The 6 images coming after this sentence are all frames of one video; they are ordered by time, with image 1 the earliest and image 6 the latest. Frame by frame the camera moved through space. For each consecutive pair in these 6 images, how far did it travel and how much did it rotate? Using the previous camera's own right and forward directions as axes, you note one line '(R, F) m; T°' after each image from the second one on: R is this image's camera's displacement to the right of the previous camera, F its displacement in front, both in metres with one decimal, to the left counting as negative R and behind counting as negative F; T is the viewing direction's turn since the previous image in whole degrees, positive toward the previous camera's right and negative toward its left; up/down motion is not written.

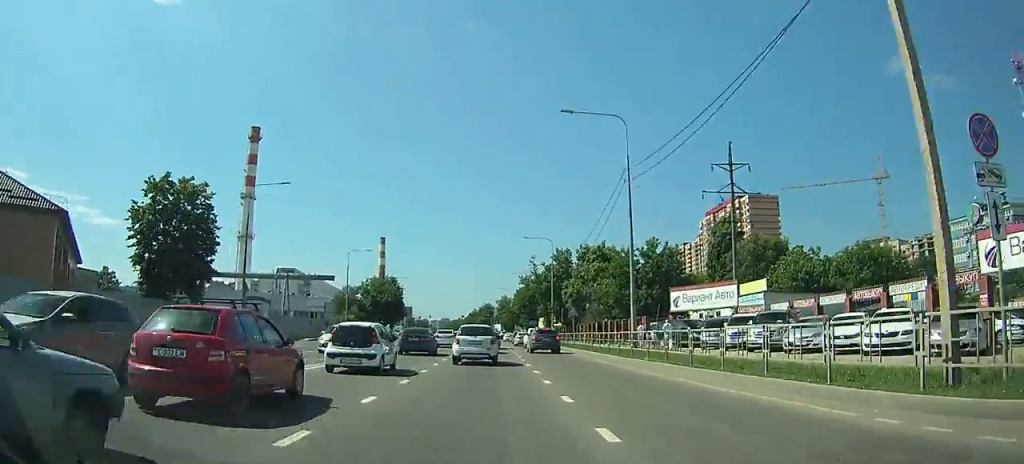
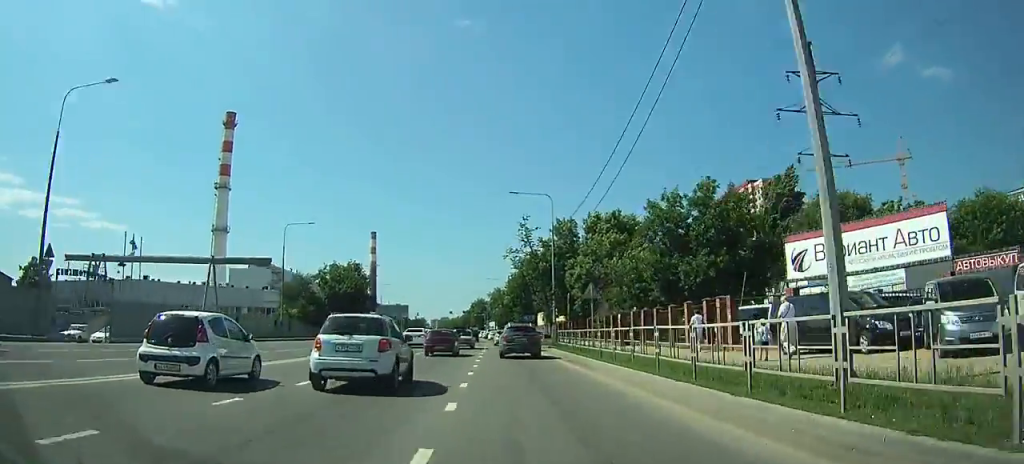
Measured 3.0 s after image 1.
(+0.2, +21.3) m; -1°
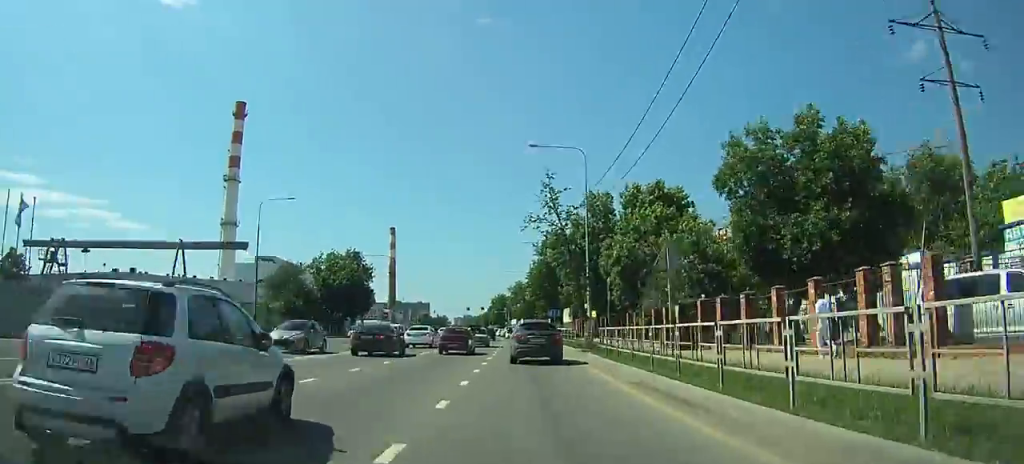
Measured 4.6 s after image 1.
(0.0, +11.1) m; -2°
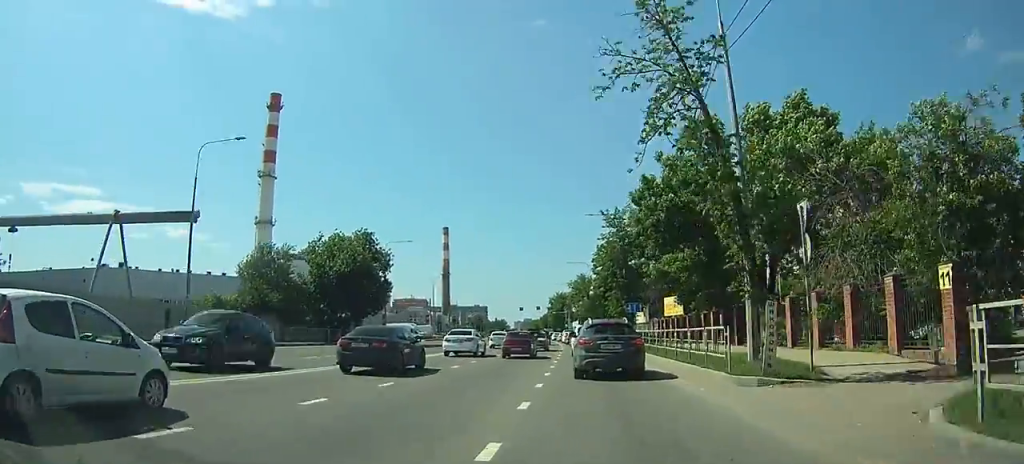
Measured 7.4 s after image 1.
(-0.6, +20.7) m; -2°
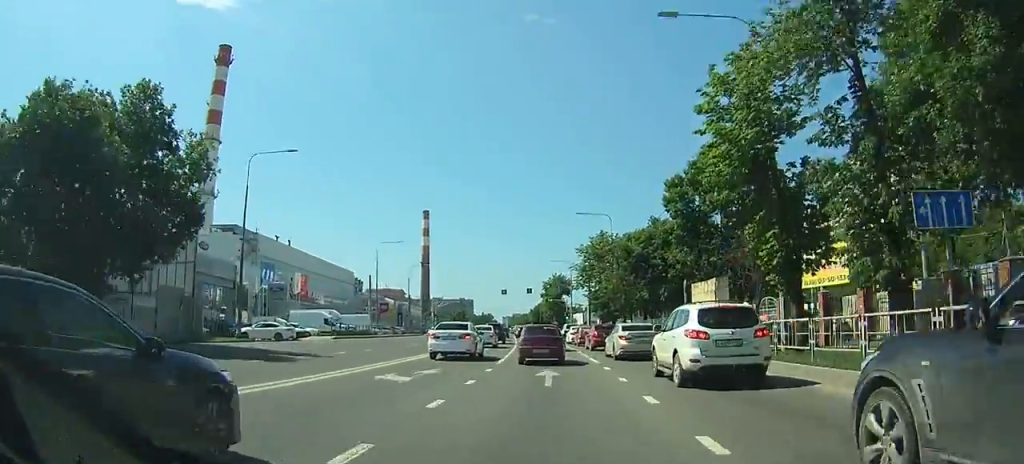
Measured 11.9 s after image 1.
(-0.1, +32.0) m; +1°
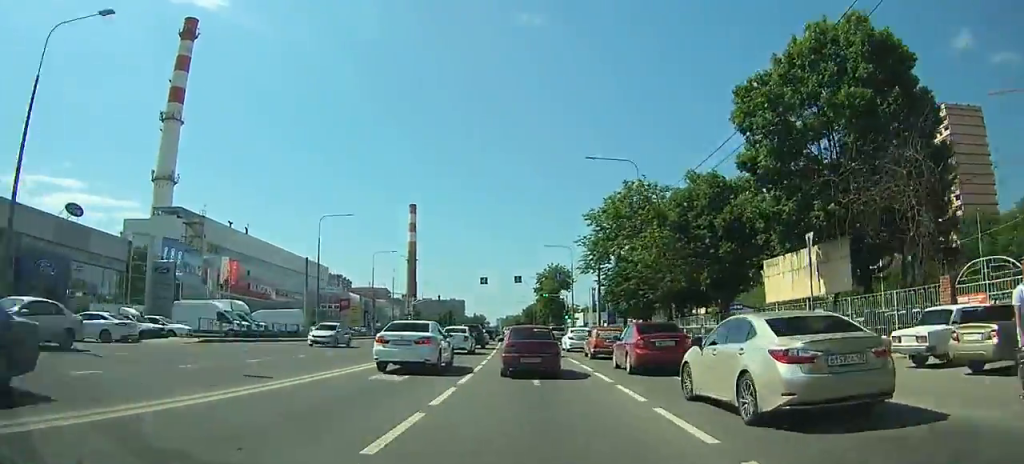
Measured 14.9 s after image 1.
(+0.3, +18.6) m; +1°
